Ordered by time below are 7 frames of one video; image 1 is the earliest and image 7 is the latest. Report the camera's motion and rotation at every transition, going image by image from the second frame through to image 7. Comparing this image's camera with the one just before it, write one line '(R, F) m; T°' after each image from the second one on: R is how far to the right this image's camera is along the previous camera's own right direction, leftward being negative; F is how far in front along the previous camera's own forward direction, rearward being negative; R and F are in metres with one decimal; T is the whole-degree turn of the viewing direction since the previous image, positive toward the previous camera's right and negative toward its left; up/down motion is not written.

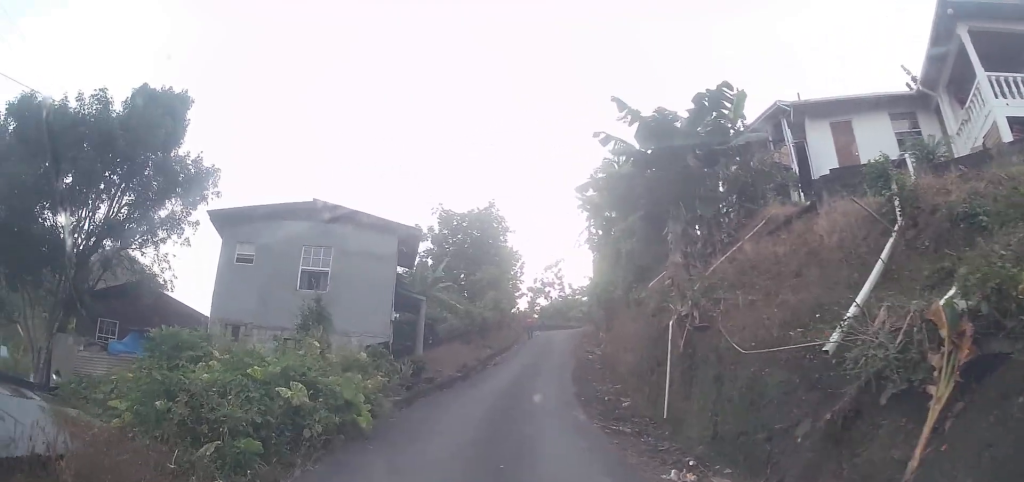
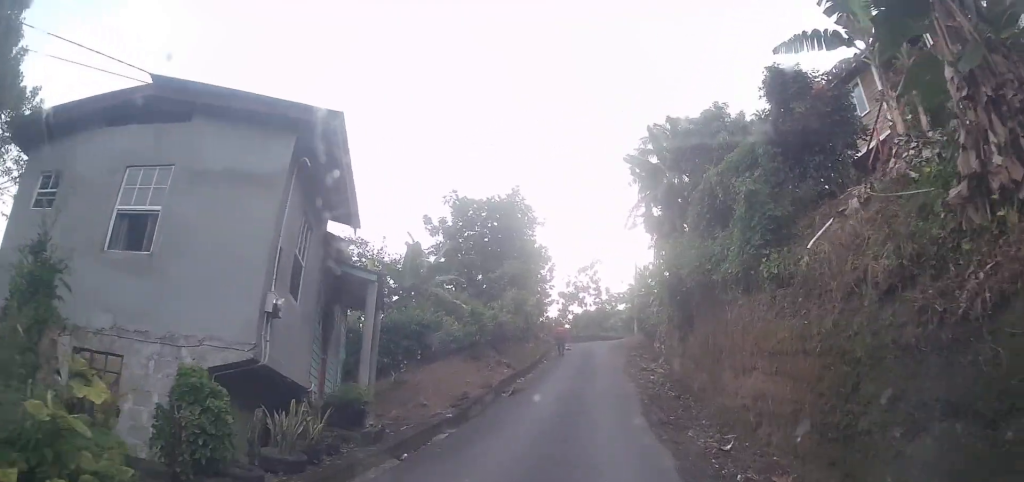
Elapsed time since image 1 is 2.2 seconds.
(-0.6, +8.3) m; +1°
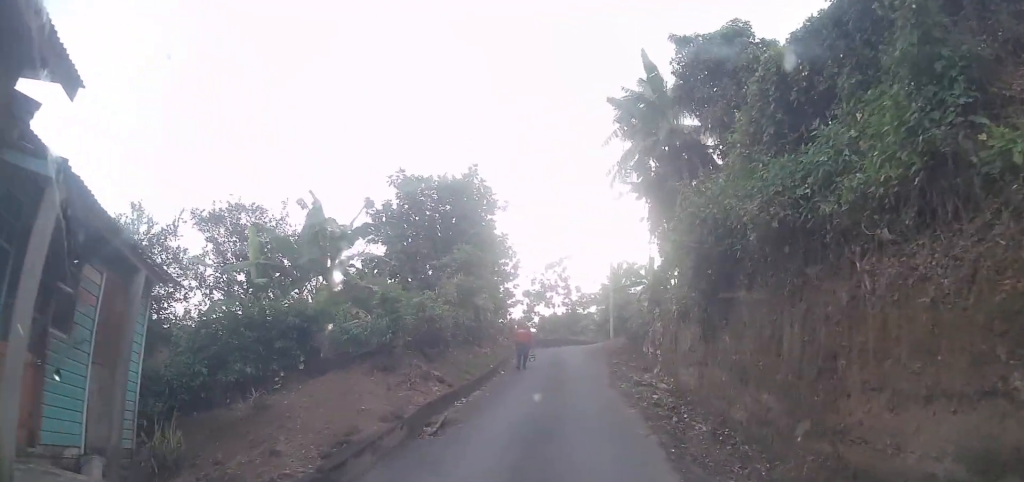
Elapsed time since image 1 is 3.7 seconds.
(+1.0, +5.6) m; +17°
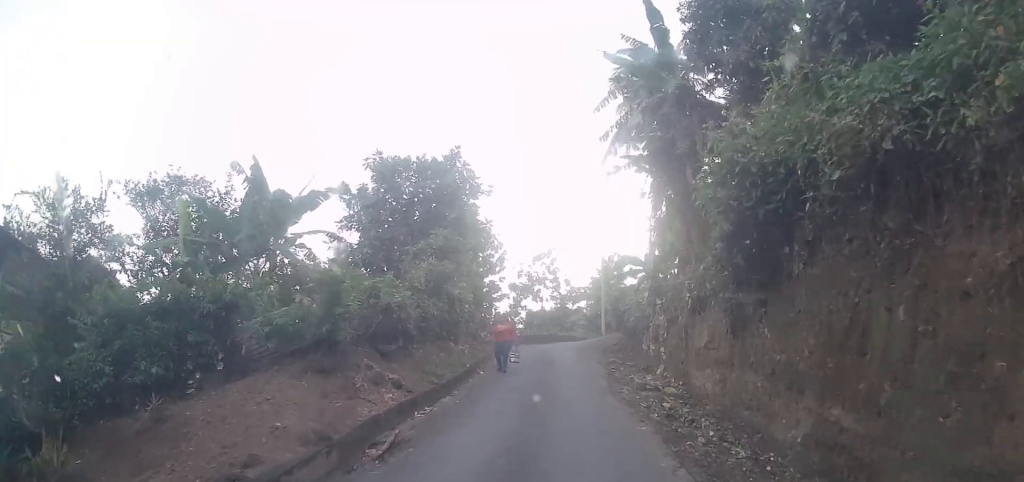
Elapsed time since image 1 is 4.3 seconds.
(+0.4, +2.7) m; -5°
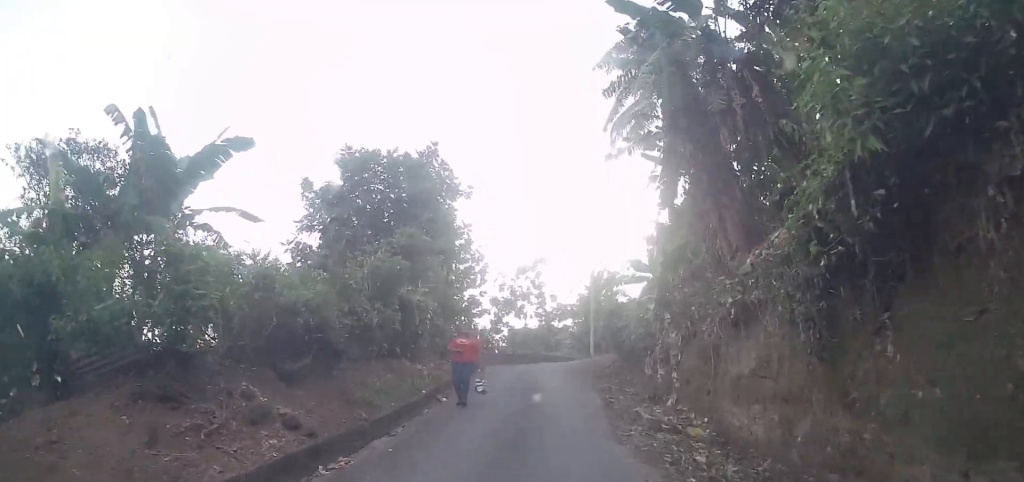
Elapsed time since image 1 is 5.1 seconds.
(-0.7, +3.6) m; -12°
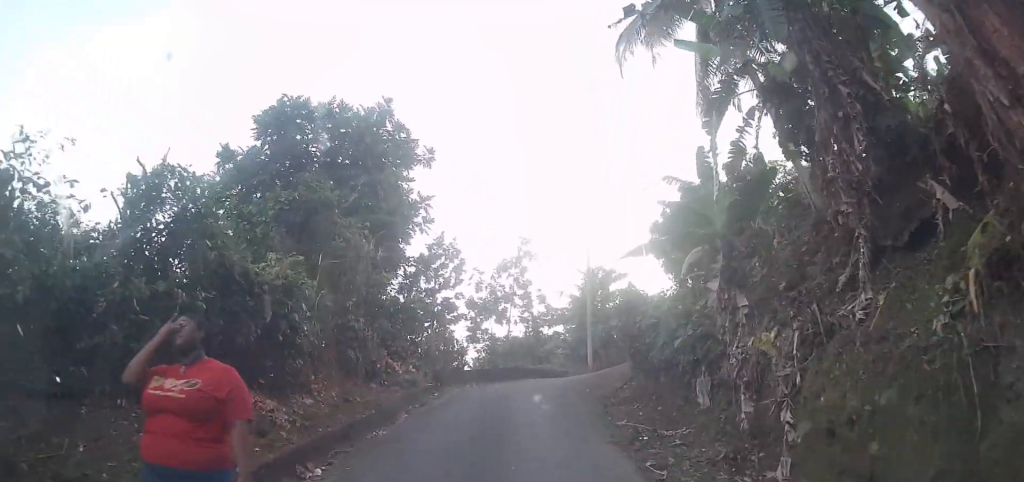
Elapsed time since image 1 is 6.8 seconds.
(-0.4, +7.0) m; +2°
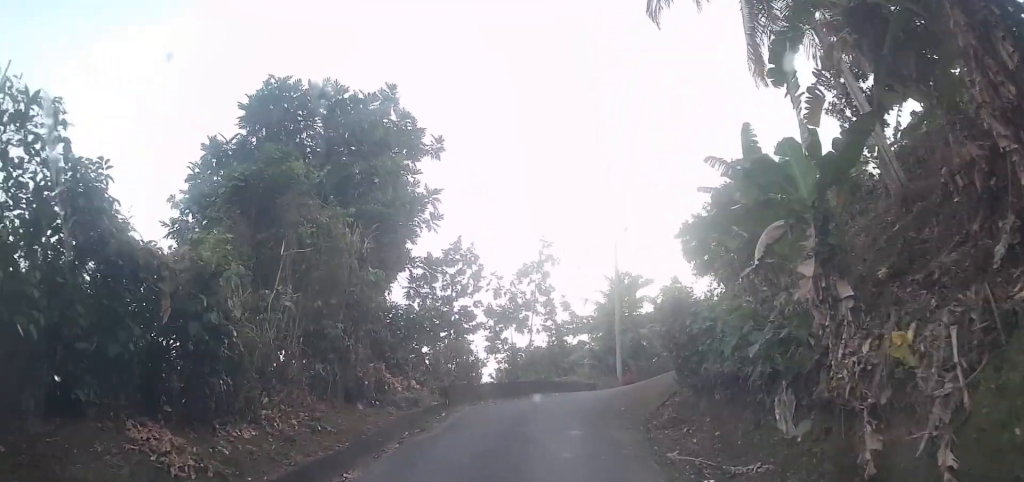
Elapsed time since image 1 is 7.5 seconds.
(+0.2, +2.2) m; +3°
